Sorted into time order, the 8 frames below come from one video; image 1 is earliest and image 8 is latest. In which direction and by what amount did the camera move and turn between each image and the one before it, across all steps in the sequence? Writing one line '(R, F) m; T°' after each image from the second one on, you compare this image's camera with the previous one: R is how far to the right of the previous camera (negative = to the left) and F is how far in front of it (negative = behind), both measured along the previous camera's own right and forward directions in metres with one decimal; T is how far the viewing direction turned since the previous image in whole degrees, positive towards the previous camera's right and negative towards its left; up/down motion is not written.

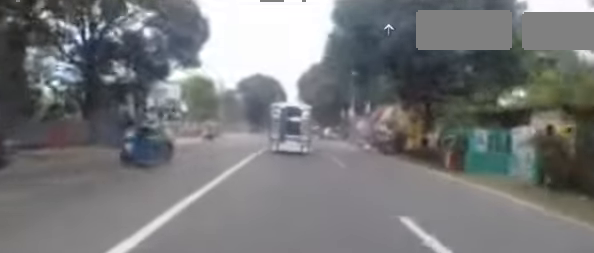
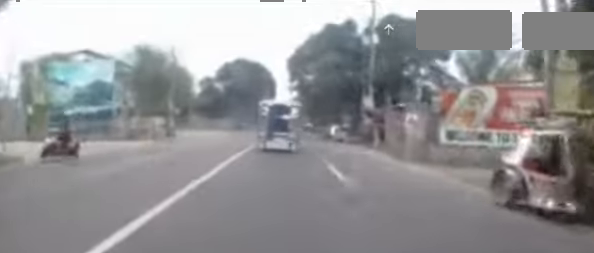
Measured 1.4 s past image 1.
(+0.5, +12.8) m; +4°
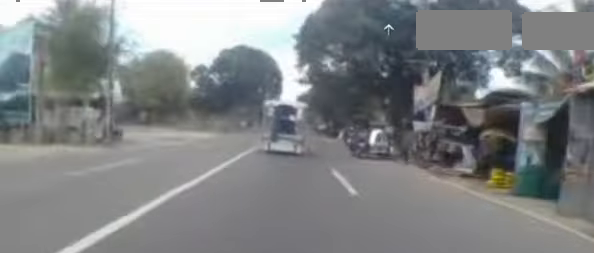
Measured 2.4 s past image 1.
(0.0, +9.7) m; -2°
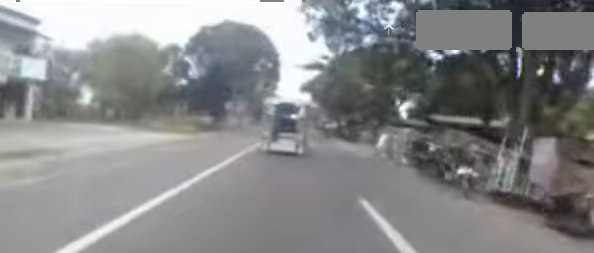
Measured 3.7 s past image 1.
(-0.3, +12.3) m; +1°
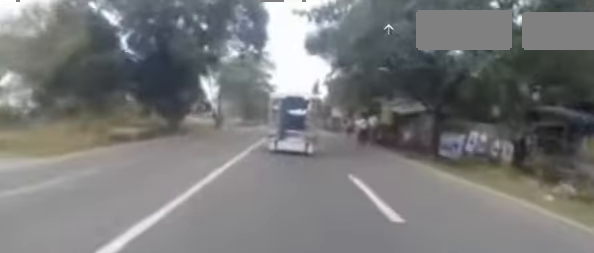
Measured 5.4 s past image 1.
(+0.5, +15.5) m; +2°
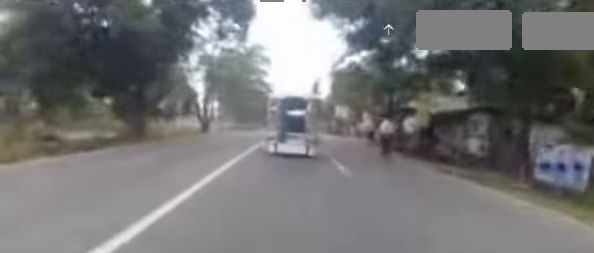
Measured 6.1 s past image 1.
(-0.1, +5.8) m; 0°
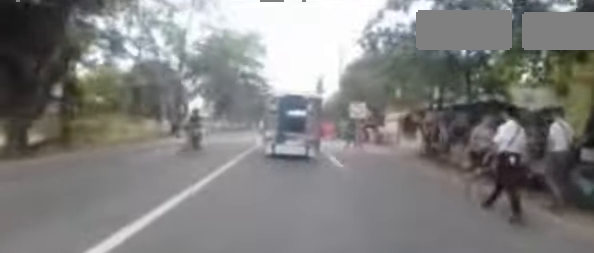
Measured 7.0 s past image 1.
(0.0, +7.9) m; 0°
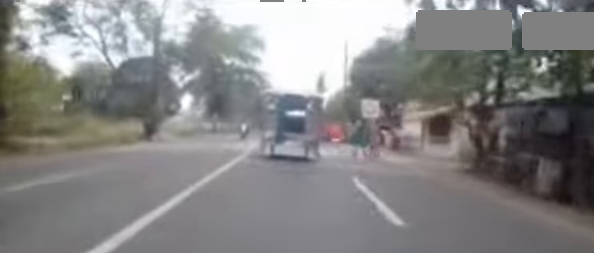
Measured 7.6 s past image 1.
(0.0, +4.6) m; -1°
